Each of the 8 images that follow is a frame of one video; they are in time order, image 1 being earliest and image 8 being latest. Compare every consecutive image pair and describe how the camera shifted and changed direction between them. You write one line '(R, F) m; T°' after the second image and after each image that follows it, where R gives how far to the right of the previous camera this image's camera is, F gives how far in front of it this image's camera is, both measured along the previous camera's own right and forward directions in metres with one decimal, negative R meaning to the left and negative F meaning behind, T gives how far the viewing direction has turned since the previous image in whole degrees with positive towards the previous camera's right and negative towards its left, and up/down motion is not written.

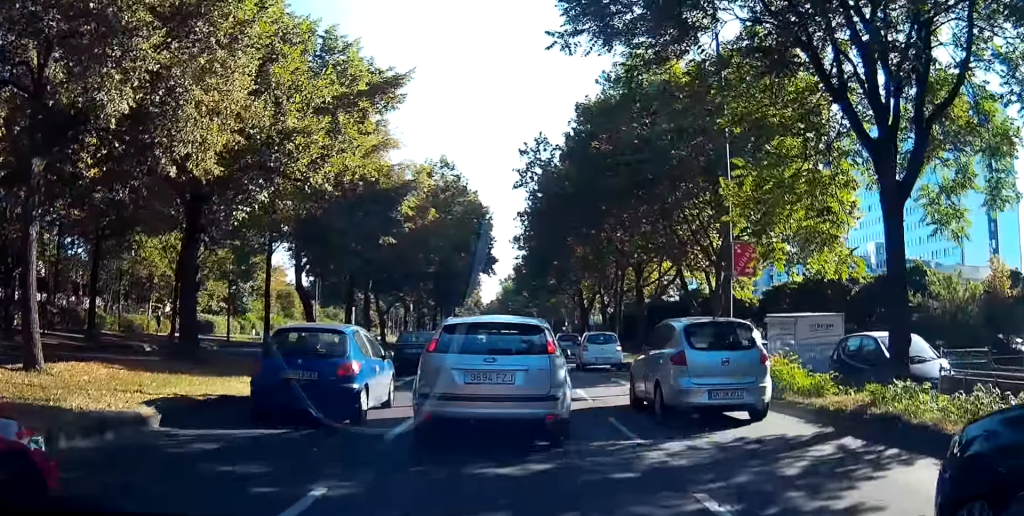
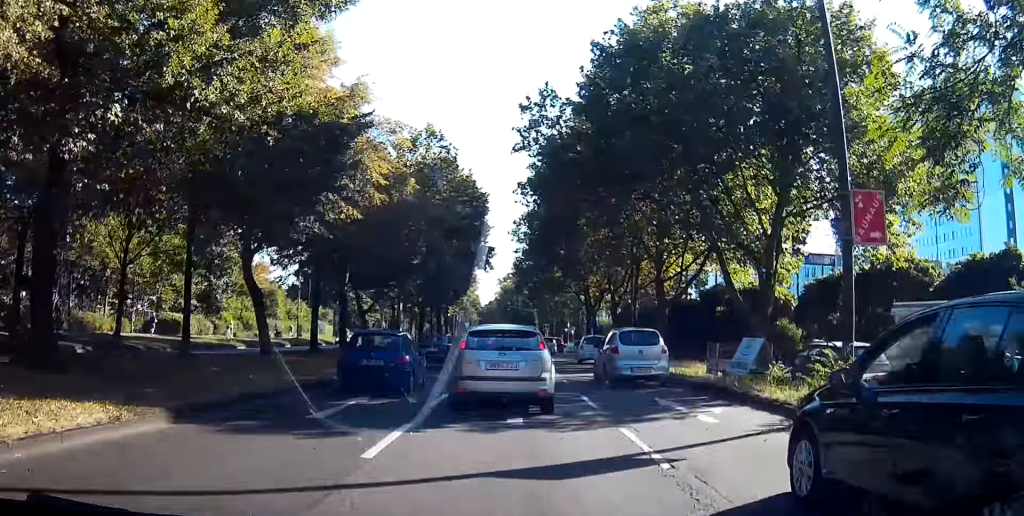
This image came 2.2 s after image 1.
(+0.1, +7.2) m; +4°
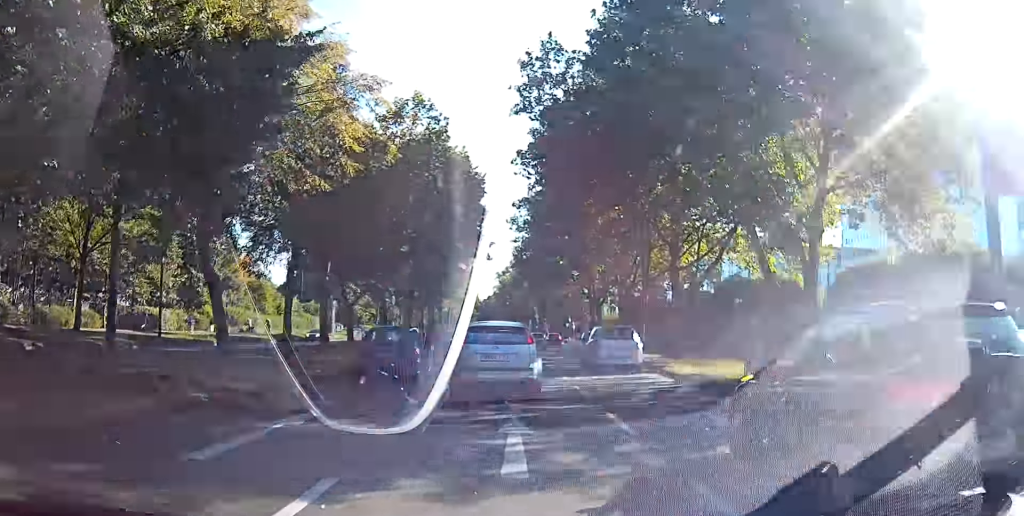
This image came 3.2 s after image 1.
(-0.1, +4.7) m; 0°
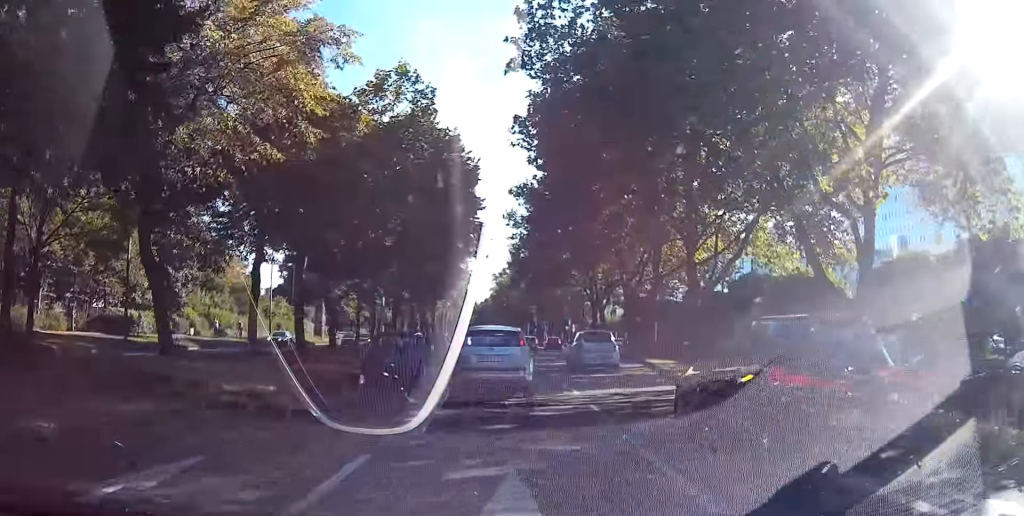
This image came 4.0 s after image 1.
(+0.1, +5.0) m; +1°
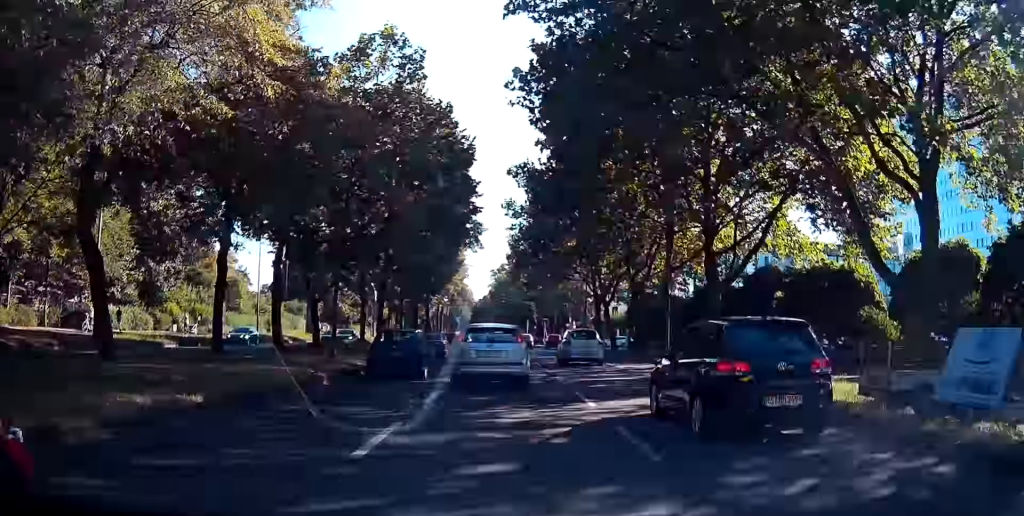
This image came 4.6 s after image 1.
(0.0, +4.0) m; -3°
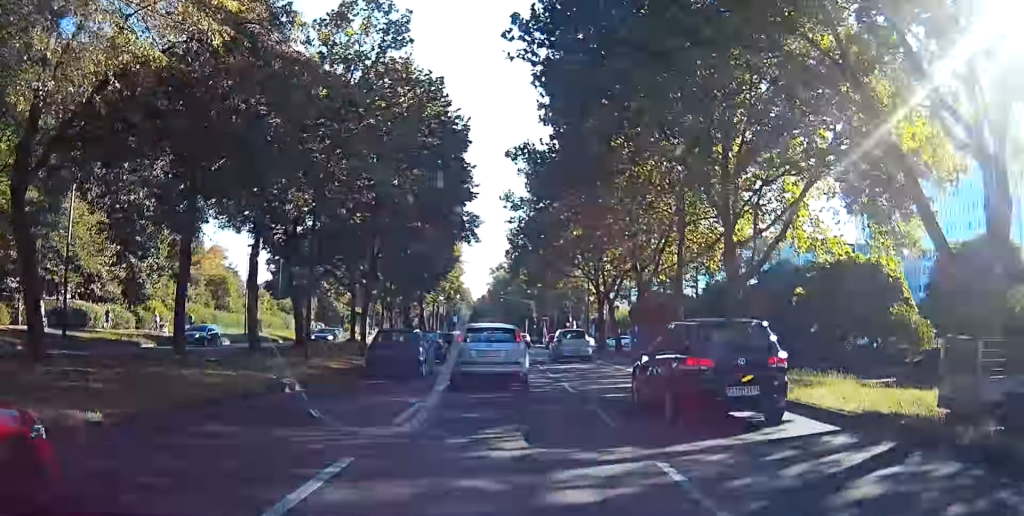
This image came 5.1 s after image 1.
(0.0, +3.3) m; -3°
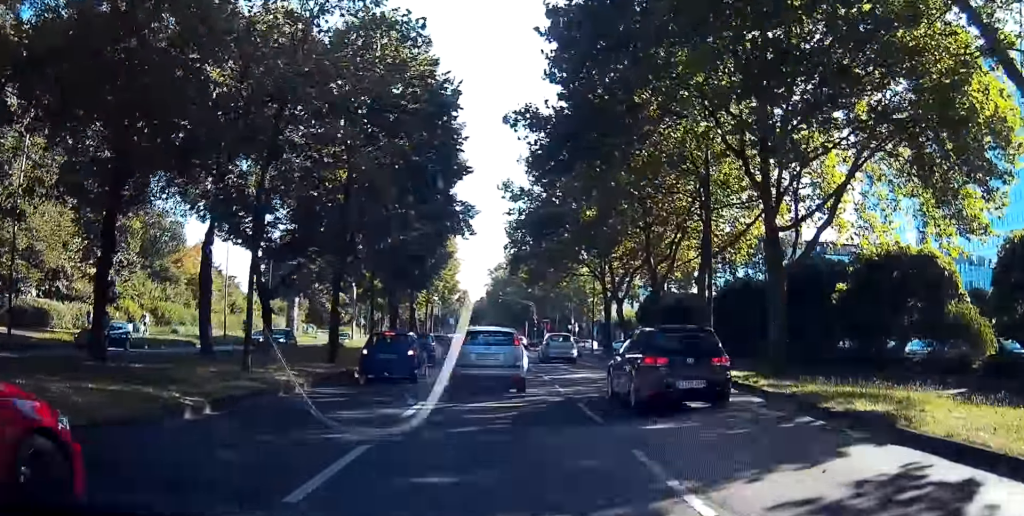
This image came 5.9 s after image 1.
(-0.4, +4.9) m; -4°
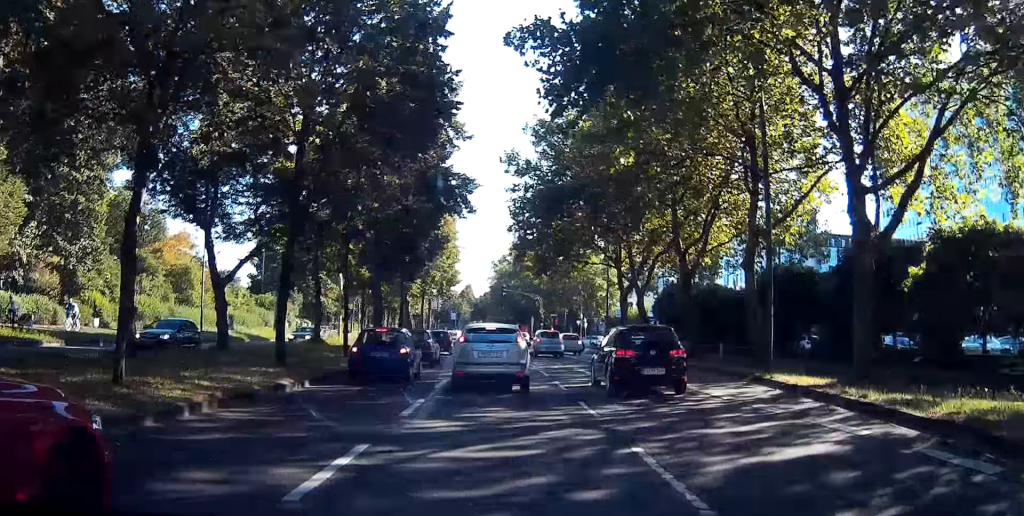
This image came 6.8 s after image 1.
(-0.1, +5.5) m; -2°
